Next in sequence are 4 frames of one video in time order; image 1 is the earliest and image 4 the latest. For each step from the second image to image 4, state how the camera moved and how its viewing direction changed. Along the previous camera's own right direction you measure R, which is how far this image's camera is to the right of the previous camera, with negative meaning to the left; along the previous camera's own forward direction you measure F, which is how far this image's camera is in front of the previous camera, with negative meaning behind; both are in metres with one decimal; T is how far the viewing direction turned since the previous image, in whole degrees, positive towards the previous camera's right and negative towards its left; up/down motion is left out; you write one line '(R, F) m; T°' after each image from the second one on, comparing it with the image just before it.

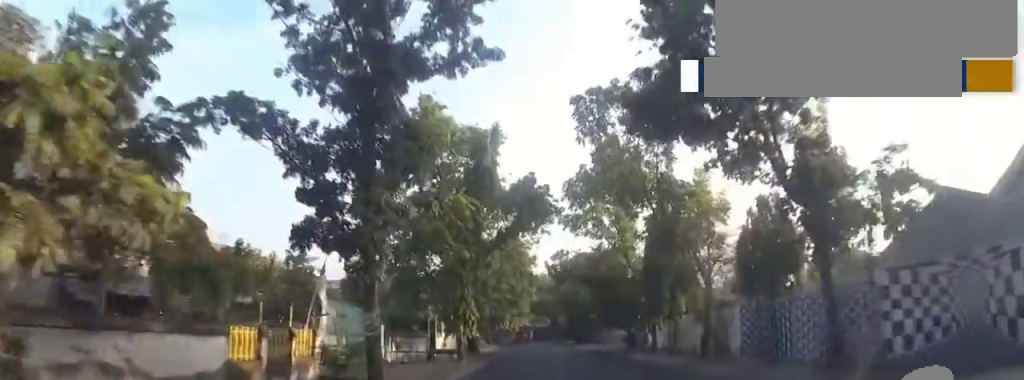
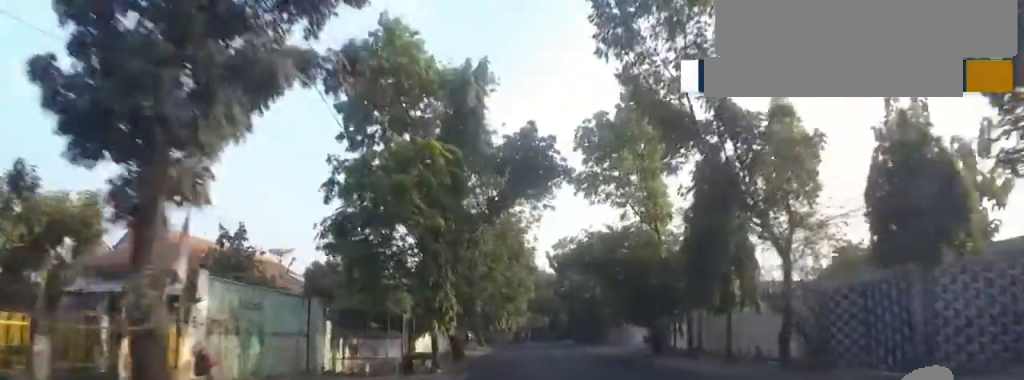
(+0.1, +6.6) m; +1°
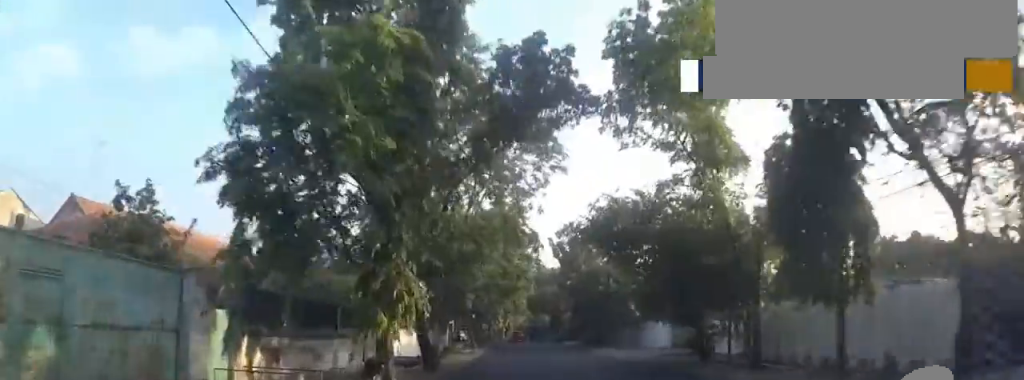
(+0.4, +6.7) m; 0°
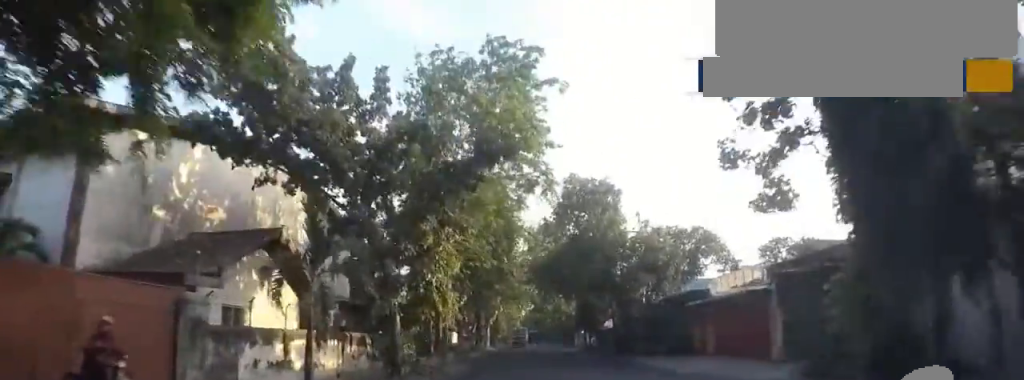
(-1.7, +42.1) m; -3°
